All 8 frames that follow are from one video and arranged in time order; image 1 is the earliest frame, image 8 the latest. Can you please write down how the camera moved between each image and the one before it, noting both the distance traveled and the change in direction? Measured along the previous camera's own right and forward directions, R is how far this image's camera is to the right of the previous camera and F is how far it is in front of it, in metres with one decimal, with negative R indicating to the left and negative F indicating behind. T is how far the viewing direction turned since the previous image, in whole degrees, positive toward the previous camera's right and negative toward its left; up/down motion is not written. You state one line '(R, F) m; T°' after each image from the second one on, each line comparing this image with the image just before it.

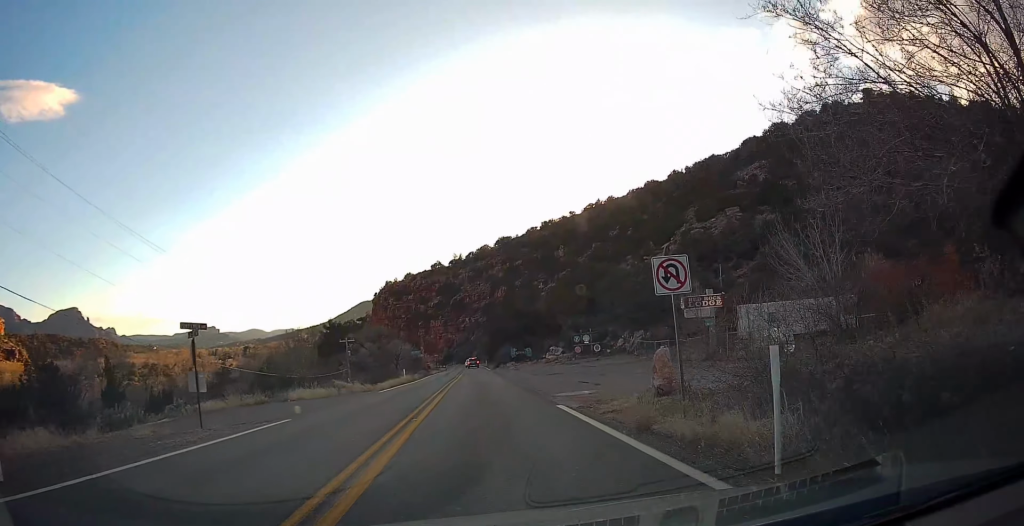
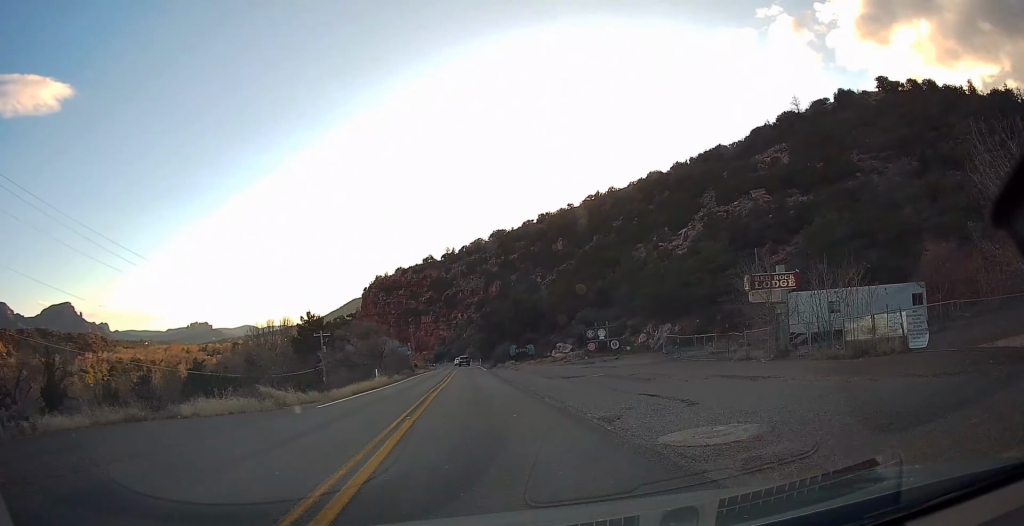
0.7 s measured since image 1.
(0.0, +9.6) m; +1°
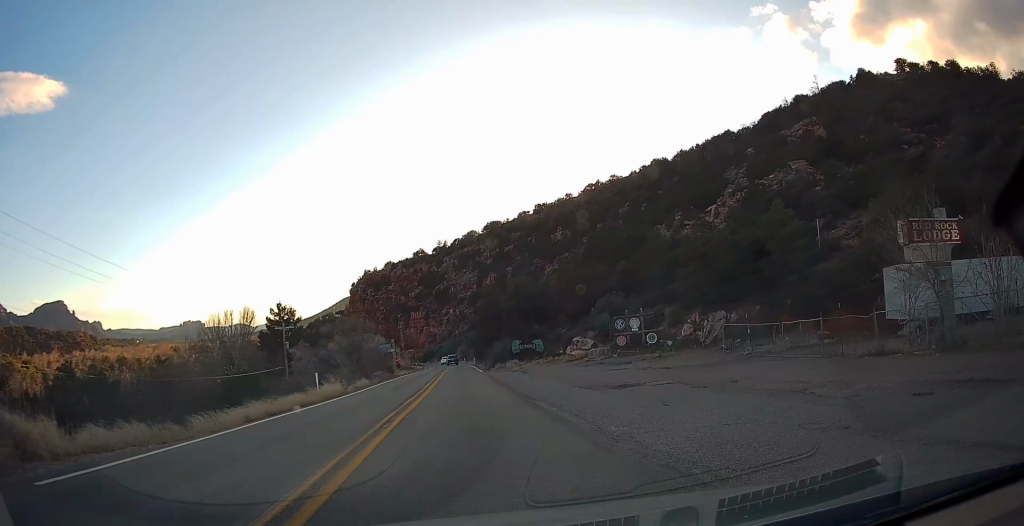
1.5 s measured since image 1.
(+0.1, +12.1) m; +1°
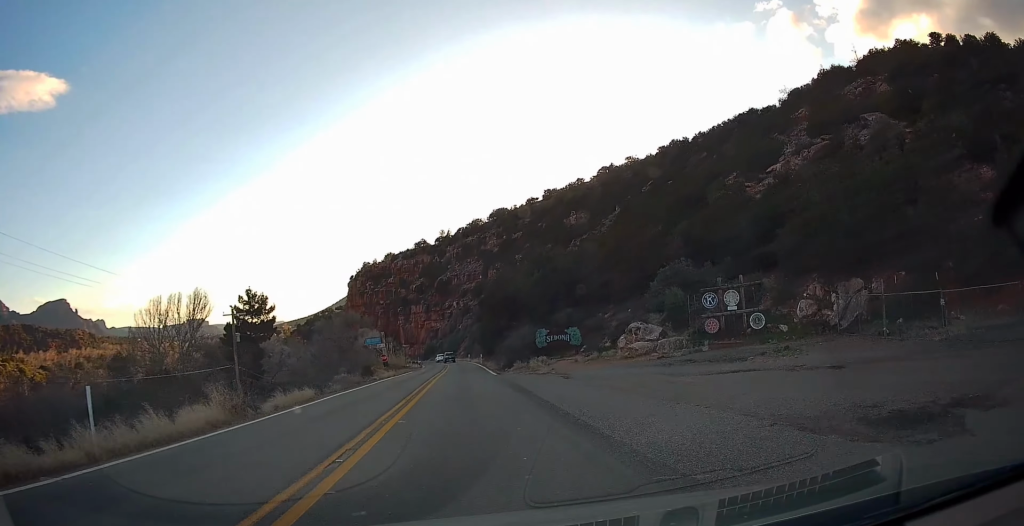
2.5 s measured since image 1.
(+0.1, +15.9) m; +1°
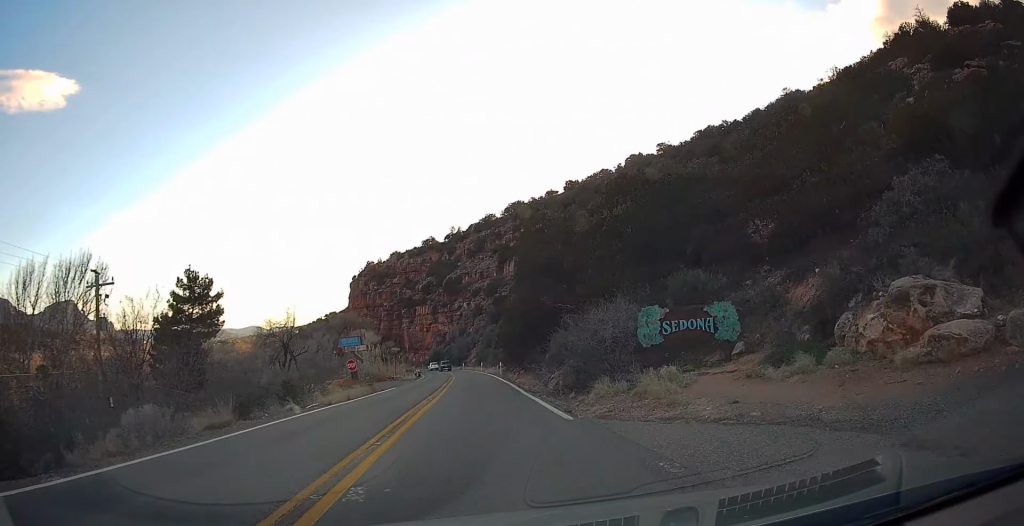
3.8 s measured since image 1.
(+0.1, +23.4) m; 0°
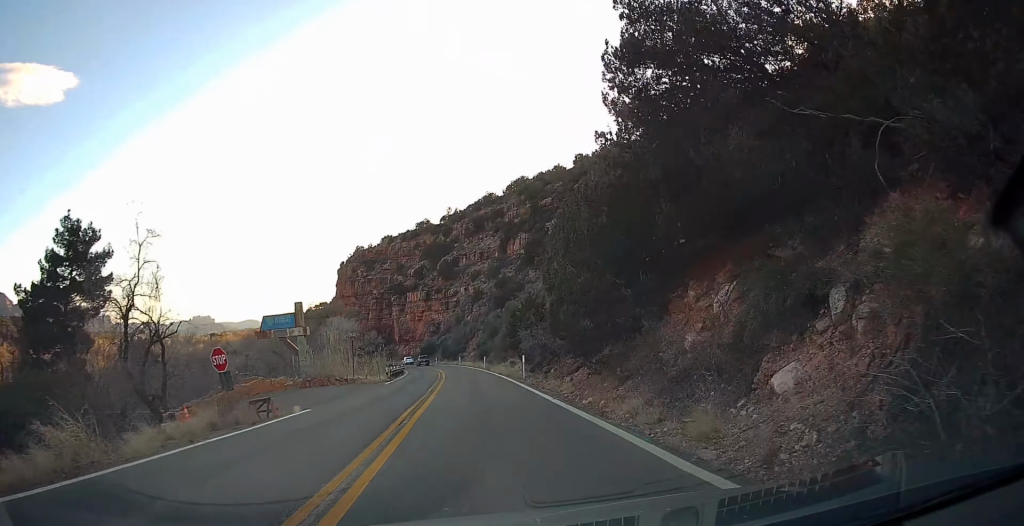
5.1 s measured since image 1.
(0.0, +24.0) m; 0°
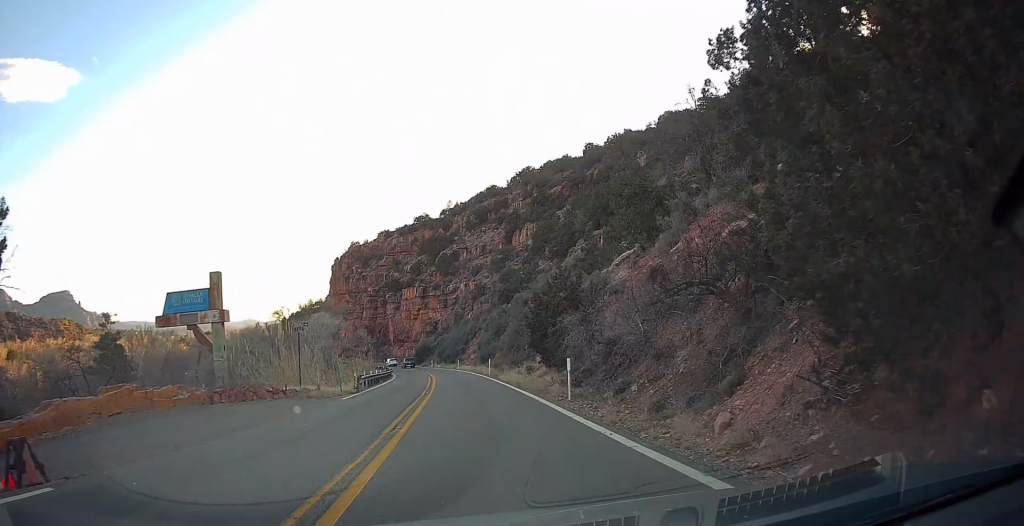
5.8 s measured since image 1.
(0.0, +14.1) m; 0°
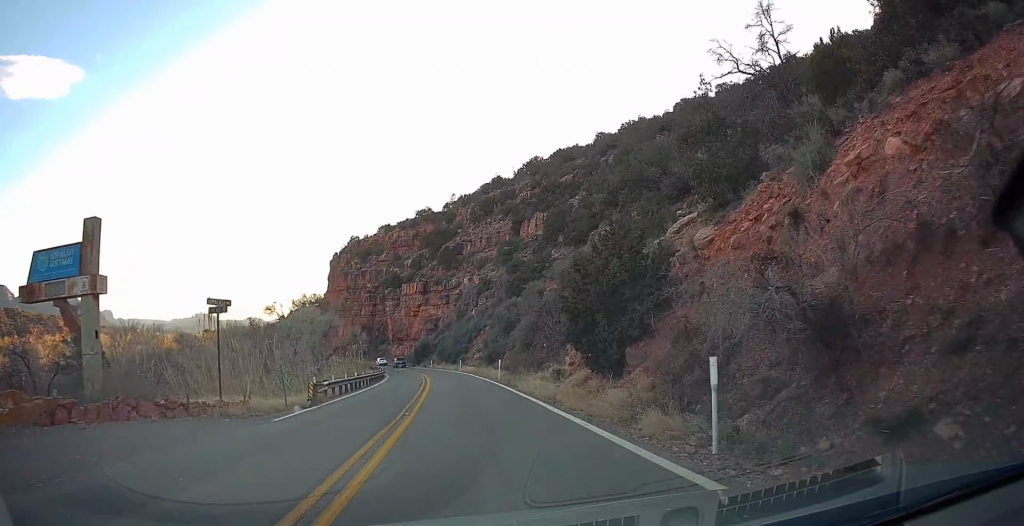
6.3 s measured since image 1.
(0.0, +10.3) m; 0°
